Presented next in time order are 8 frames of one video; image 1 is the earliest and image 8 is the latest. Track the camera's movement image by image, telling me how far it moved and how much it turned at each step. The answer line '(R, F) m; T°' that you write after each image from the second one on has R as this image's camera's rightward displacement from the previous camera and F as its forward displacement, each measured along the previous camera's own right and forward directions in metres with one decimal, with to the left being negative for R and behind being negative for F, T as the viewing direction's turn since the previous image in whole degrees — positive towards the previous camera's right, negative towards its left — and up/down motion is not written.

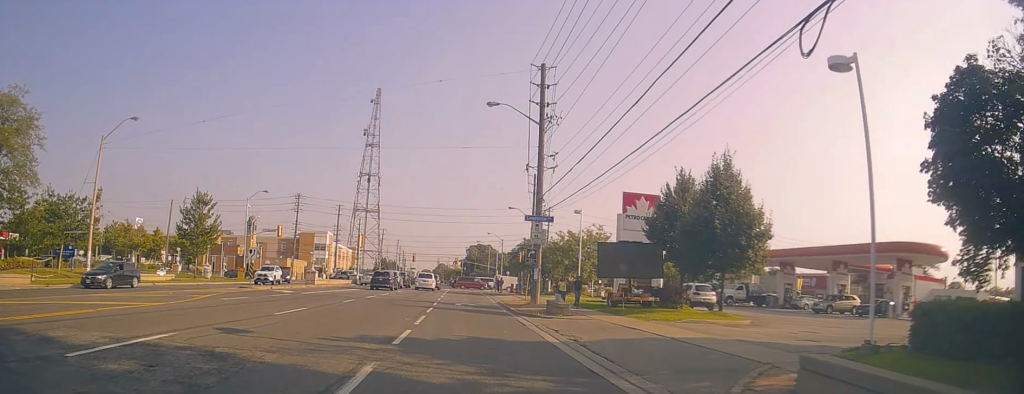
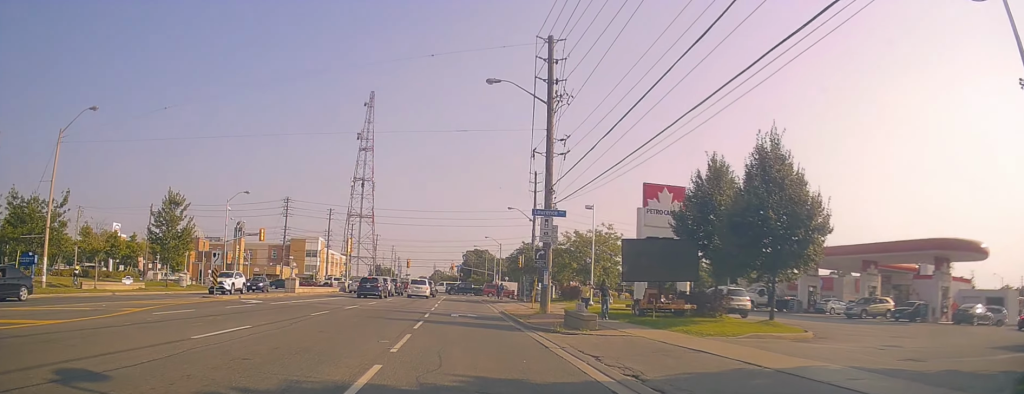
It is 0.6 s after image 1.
(+0.1, +5.2) m; 0°
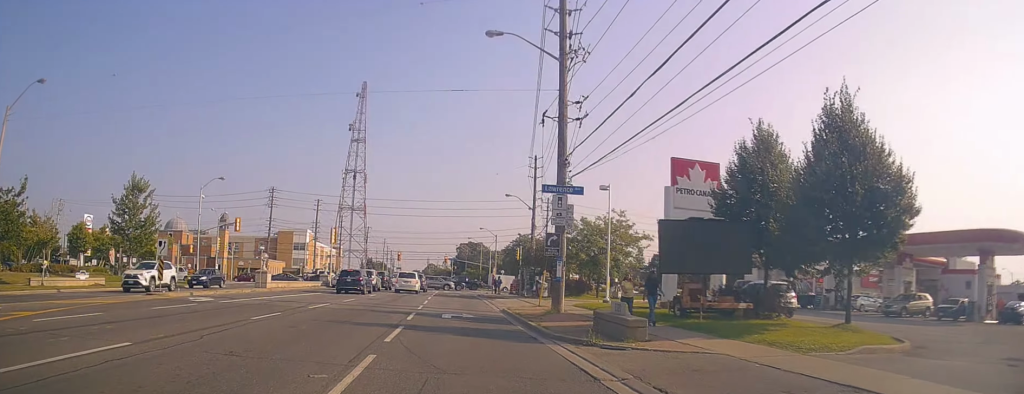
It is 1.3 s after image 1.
(0.0, +5.4) m; +1°
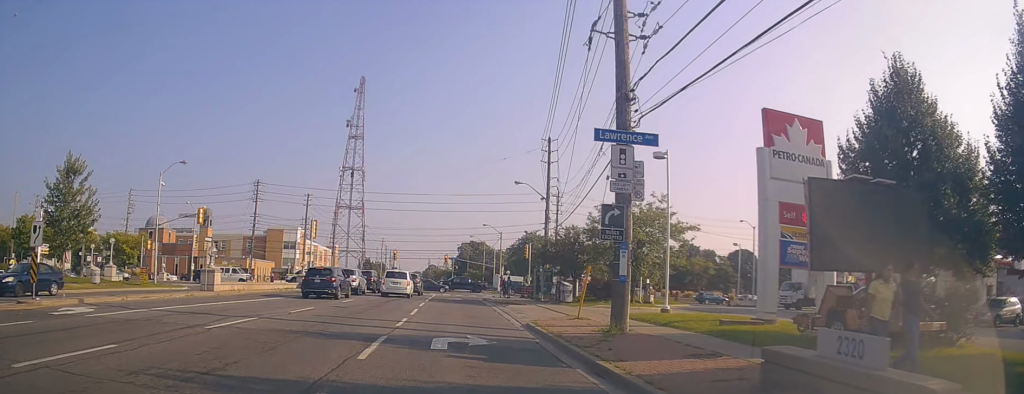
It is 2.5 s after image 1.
(+0.2, +8.9) m; -1°
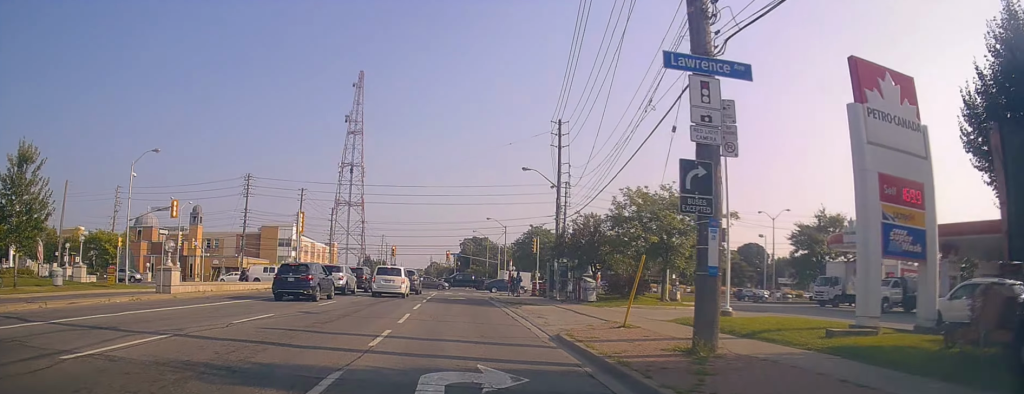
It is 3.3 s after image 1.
(-0.3, +4.9) m; 0°
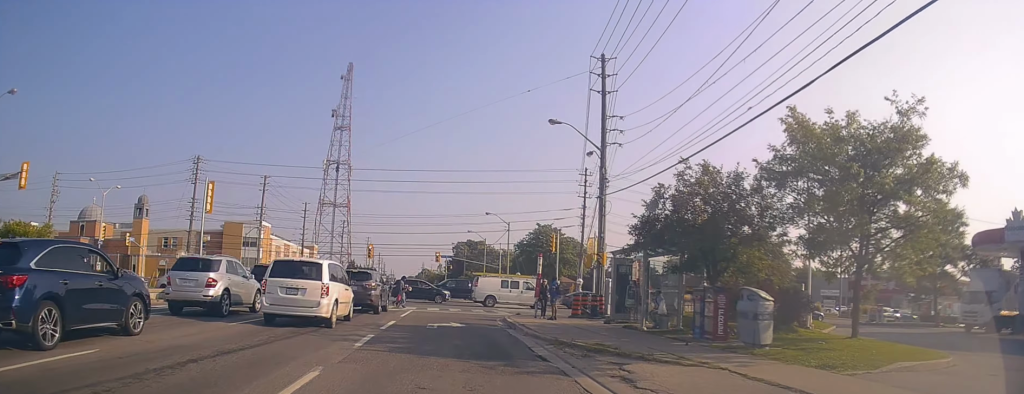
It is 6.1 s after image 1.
(+0.6, +16.6) m; +2°
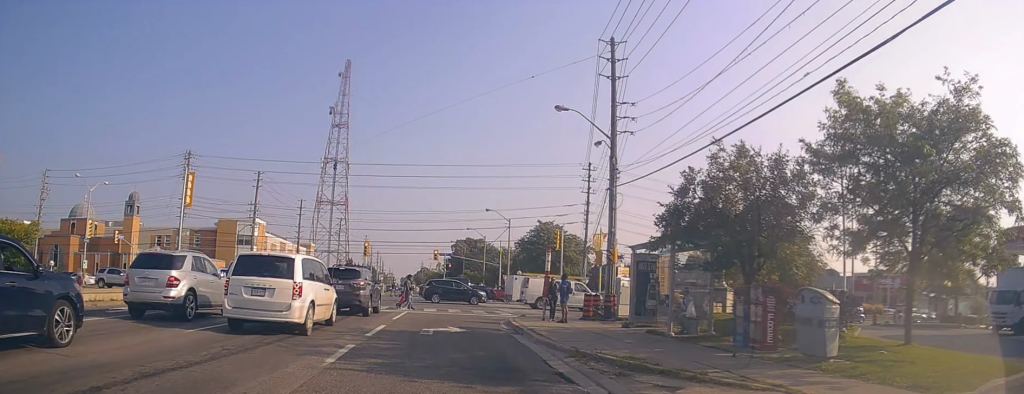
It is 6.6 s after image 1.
(0.0, +2.4) m; 0°
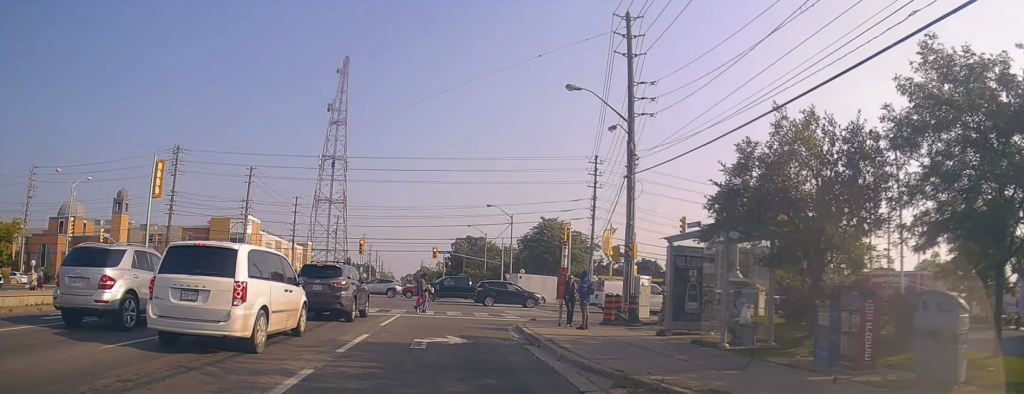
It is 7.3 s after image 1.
(0.0, +3.2) m; -1°
